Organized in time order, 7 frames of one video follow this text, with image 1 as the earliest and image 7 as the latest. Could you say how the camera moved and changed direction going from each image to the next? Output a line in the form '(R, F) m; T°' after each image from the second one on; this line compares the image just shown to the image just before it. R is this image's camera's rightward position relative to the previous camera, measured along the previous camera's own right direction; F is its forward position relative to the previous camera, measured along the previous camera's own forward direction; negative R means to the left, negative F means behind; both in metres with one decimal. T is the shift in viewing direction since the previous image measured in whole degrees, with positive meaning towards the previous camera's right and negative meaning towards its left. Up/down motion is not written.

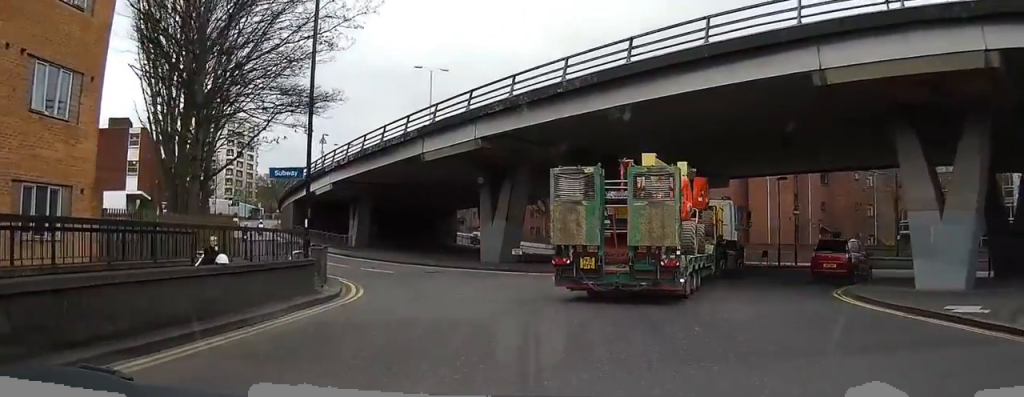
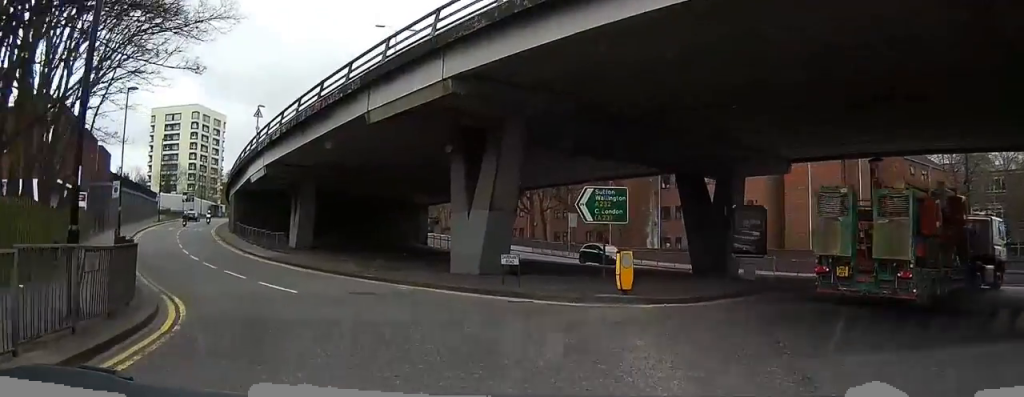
(-0.1, +13.2) m; -3°
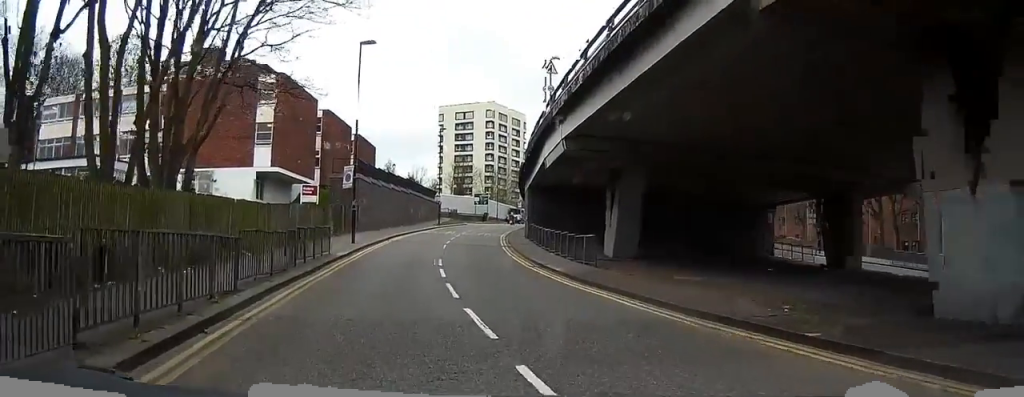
(-0.9, +14.1) m; -10°
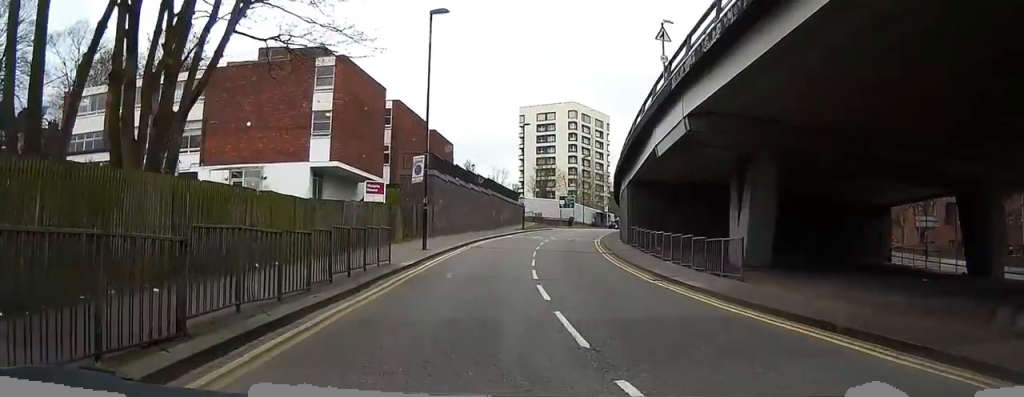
(-0.4, +6.2) m; -7°
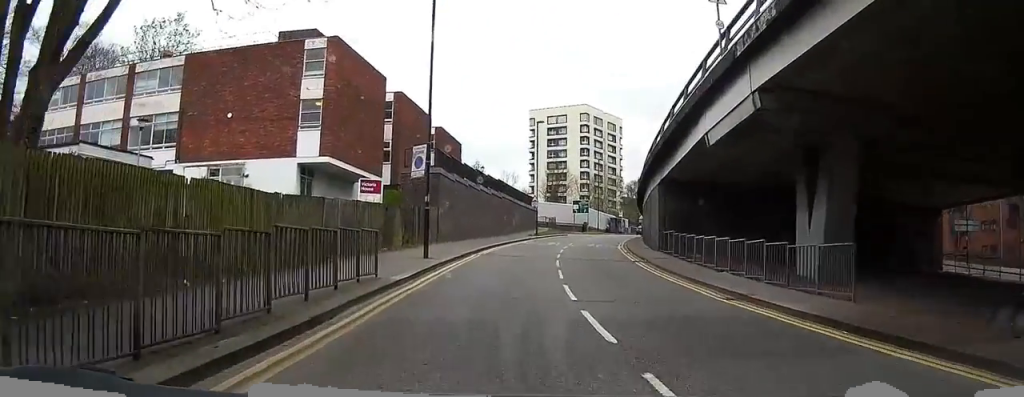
(-0.1, +5.1) m; -6°
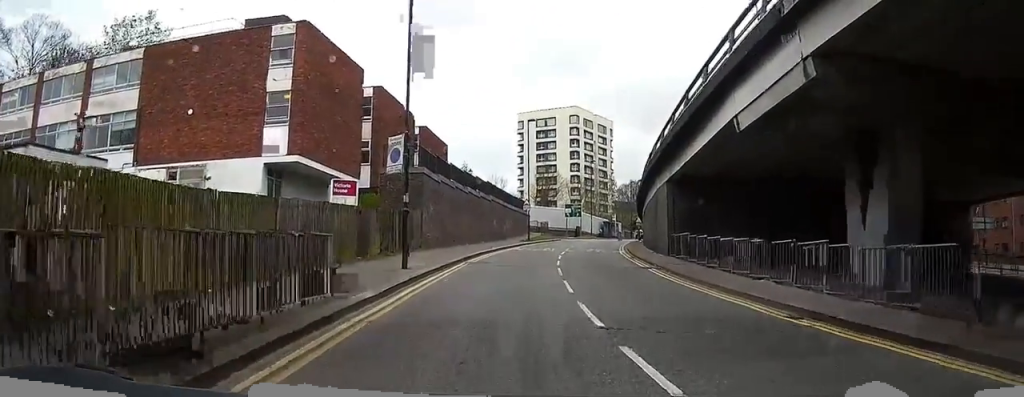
(-0.3, +4.2) m; -4°
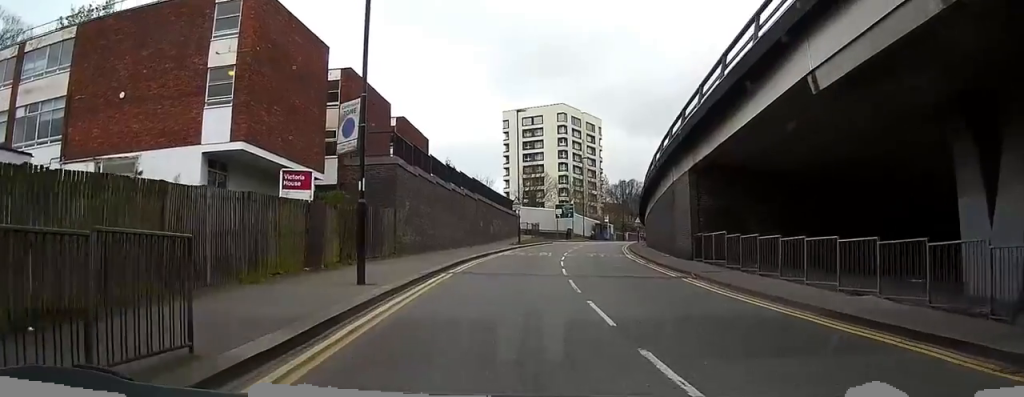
(-0.3, +5.7) m; -4°
